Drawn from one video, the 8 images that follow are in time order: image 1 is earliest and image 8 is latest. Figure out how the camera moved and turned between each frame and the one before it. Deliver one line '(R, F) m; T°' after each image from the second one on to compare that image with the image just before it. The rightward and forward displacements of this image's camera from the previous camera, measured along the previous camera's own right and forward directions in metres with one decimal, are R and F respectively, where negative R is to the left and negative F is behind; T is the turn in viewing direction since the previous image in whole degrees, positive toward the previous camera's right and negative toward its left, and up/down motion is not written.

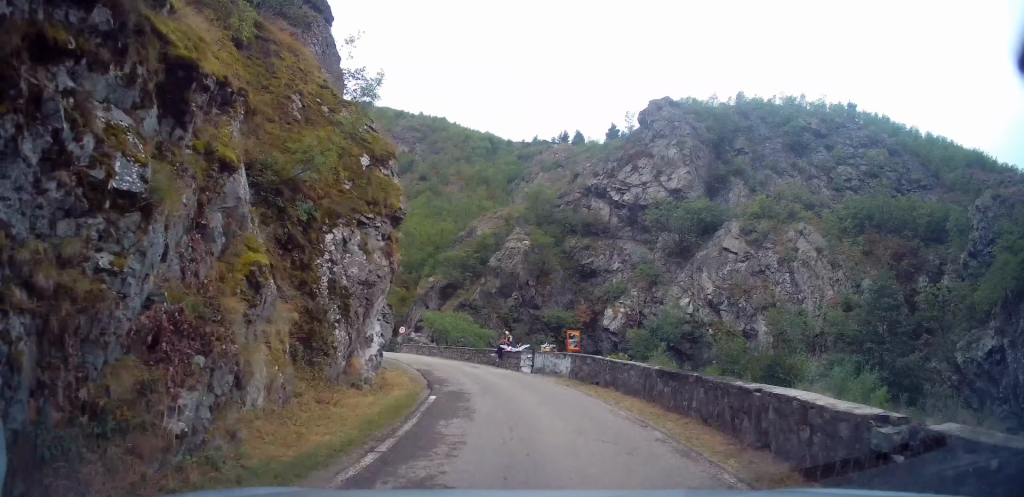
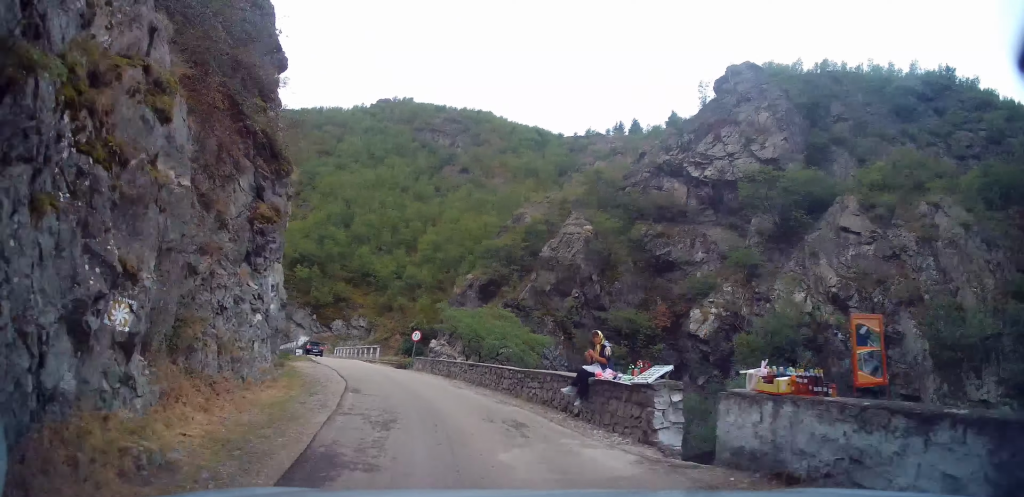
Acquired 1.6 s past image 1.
(-0.2, +13.3) m; -6°
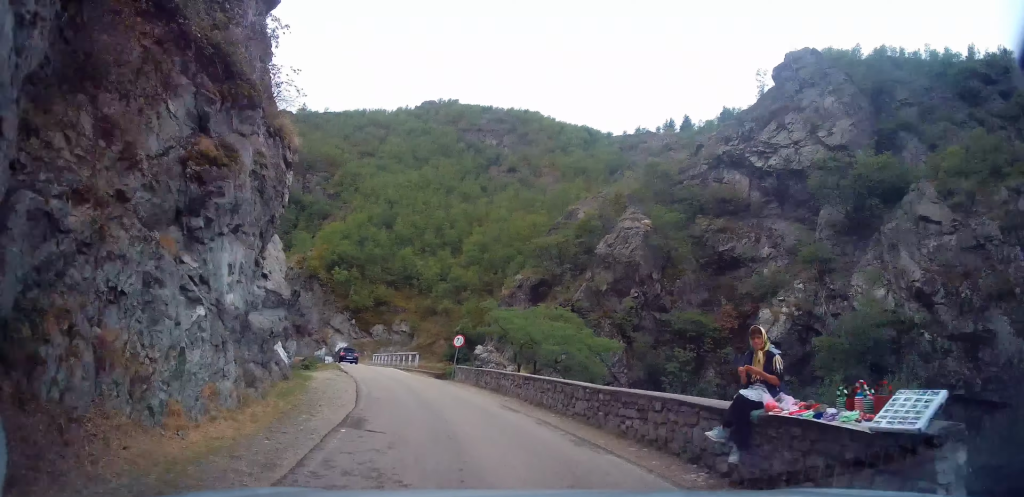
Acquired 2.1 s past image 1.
(-0.1, +4.1) m; -3°
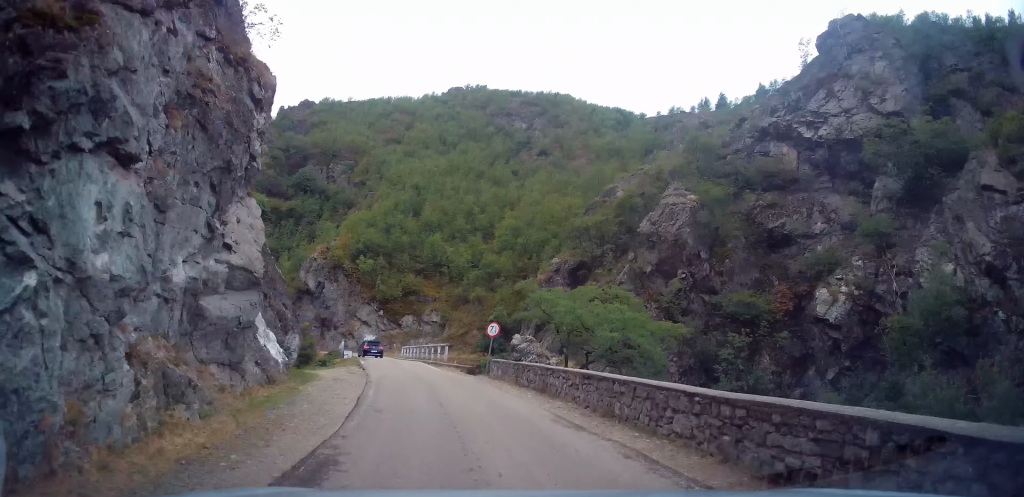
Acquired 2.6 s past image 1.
(-0.1, +3.6) m; -3°
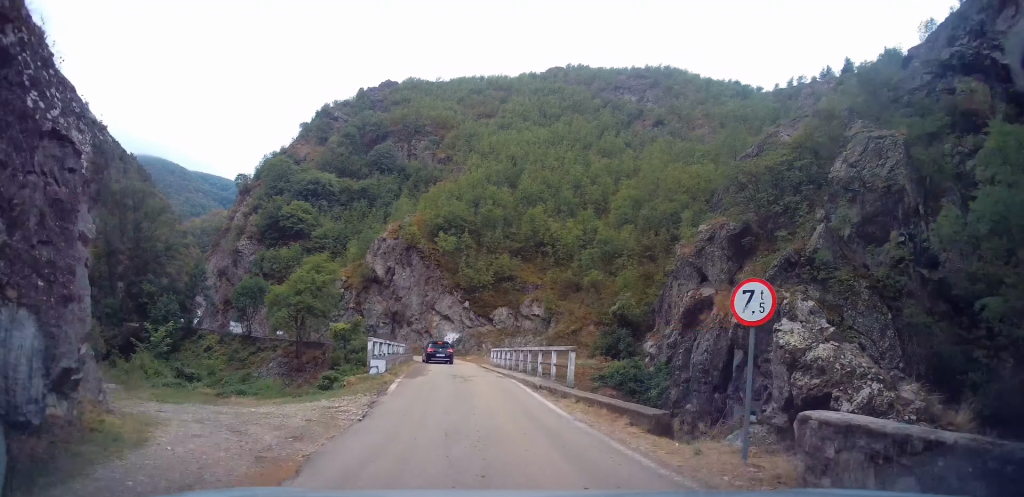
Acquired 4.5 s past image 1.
(-1.8, +15.4) m; -12°
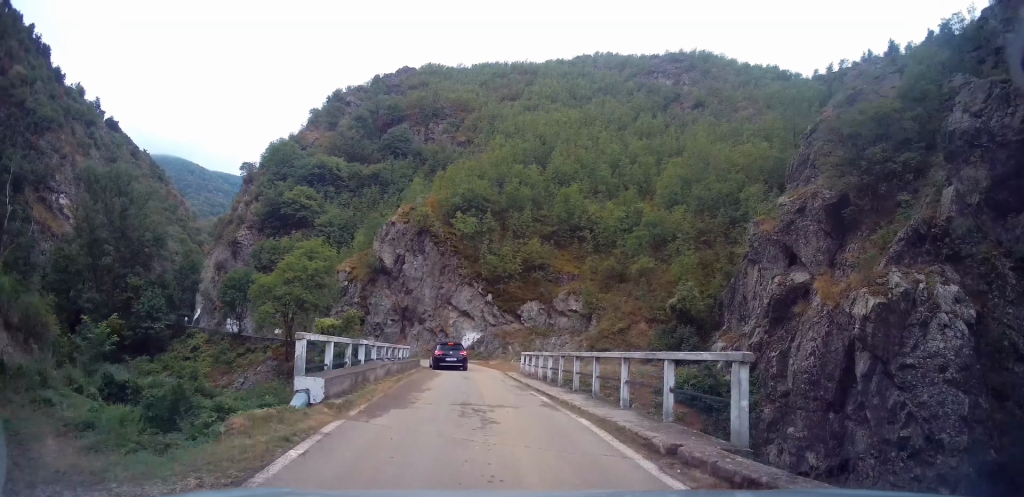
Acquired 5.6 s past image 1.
(-0.3, +8.6) m; -2°
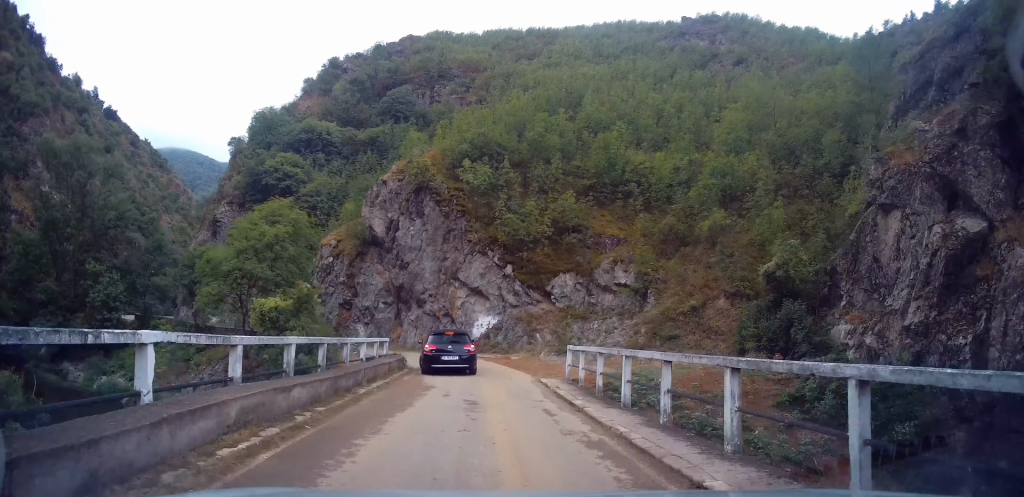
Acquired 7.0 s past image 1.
(0.0, +9.9) m; -1°
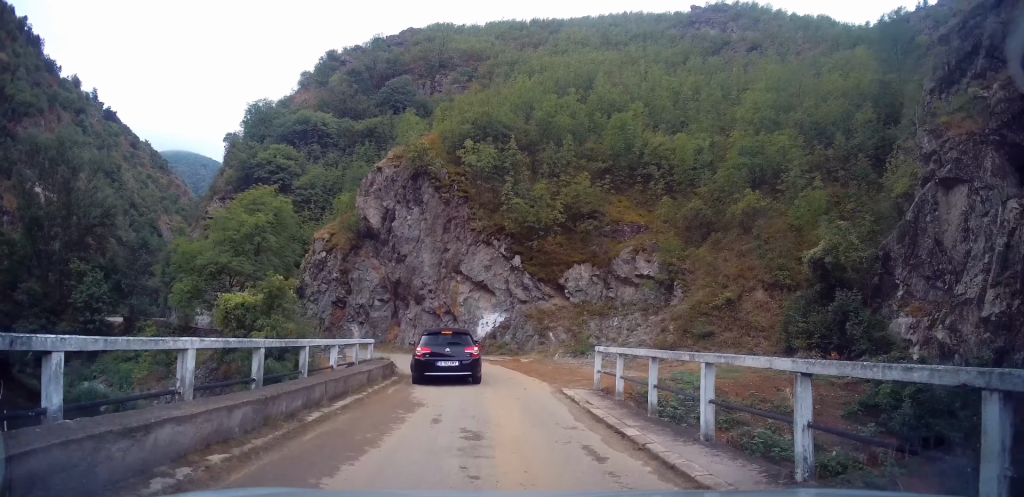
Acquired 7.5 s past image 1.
(0.0, +3.1) m; -1°
